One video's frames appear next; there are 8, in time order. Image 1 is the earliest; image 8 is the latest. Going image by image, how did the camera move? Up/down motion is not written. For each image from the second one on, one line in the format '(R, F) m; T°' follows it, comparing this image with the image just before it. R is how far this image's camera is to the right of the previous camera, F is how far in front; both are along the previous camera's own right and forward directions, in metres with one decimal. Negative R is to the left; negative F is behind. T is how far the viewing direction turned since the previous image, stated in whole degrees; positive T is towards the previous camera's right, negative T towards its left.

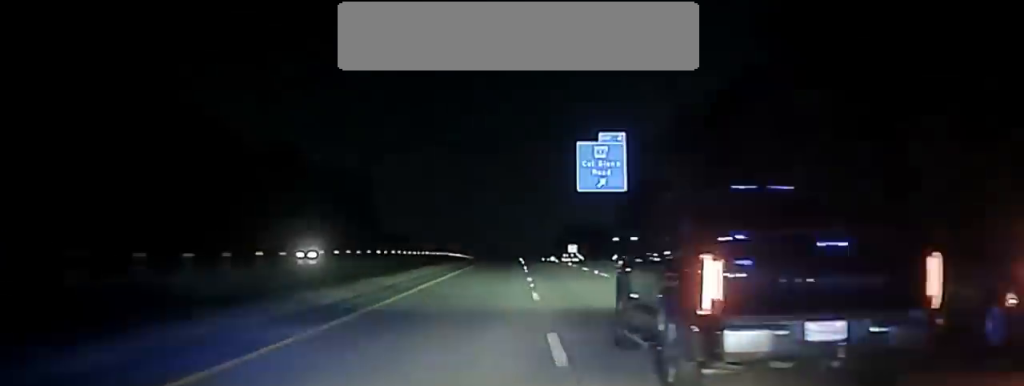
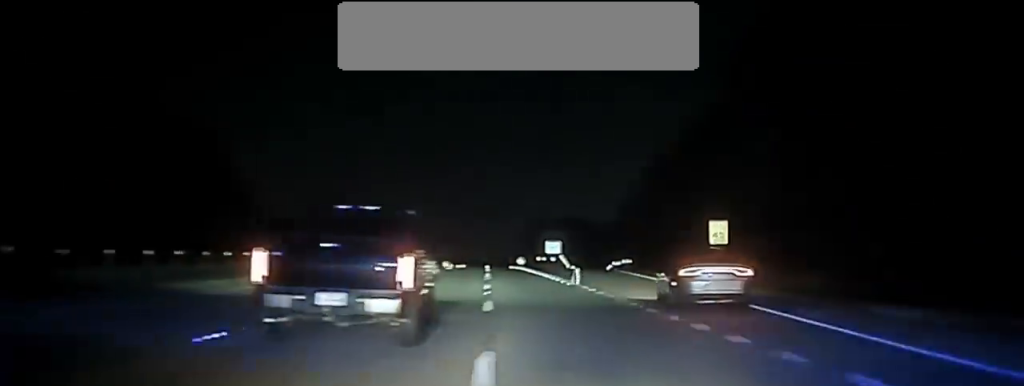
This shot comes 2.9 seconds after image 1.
(-0.3, +102.2) m; +2°
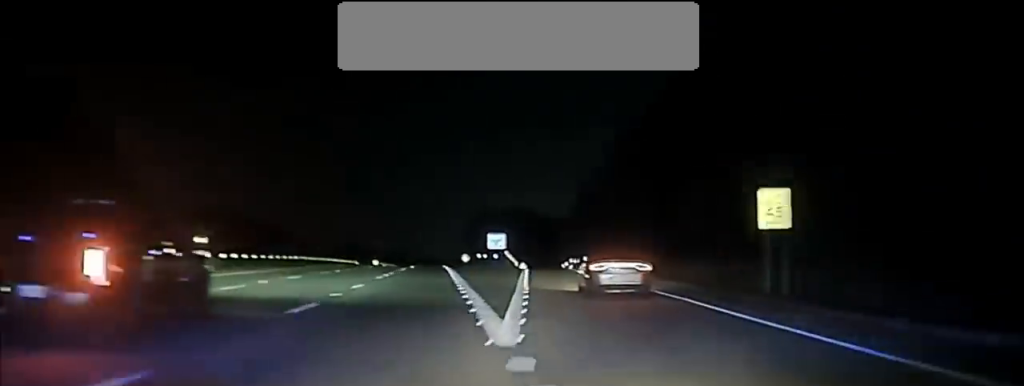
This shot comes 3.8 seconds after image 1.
(+1.1, +28.5) m; +2°
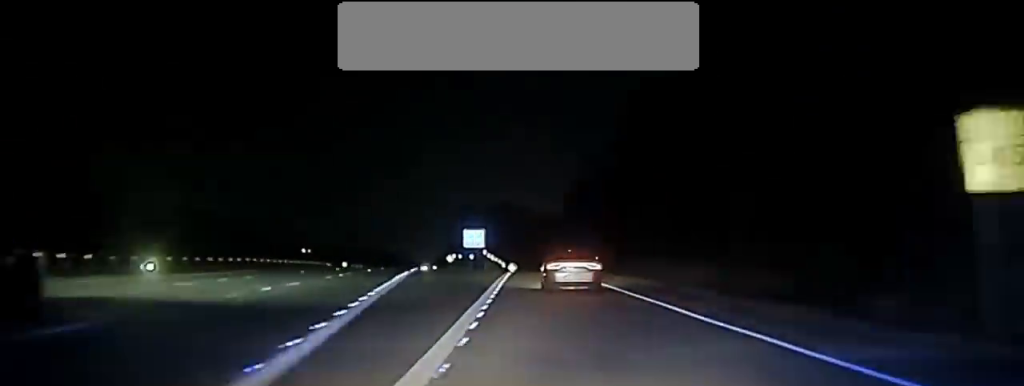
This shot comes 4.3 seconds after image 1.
(+0.2, +19.4) m; 0°
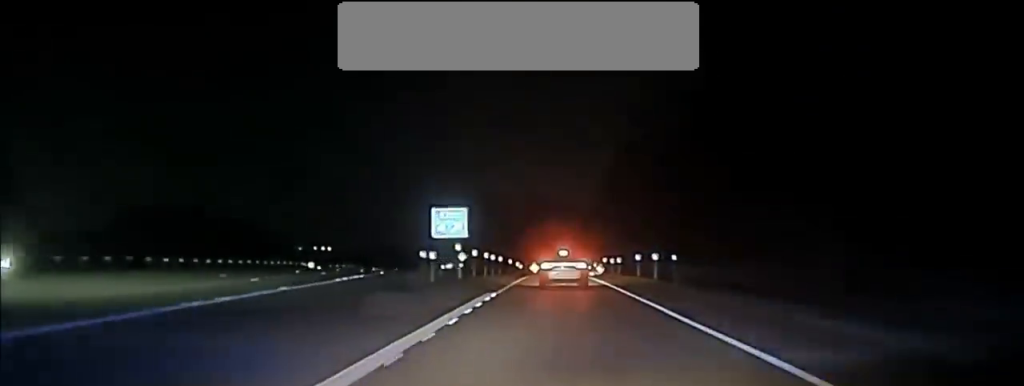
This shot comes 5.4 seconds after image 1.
(-0.3, +34.9) m; -1°
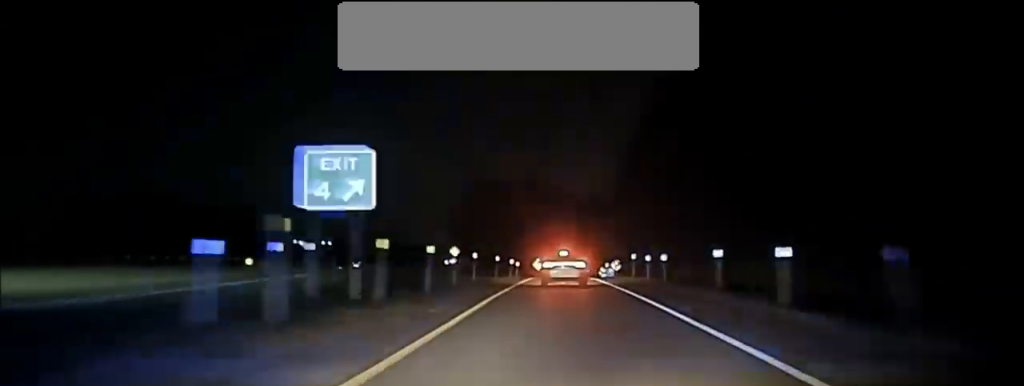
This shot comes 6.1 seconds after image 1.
(-0.2, +23.1) m; -1°
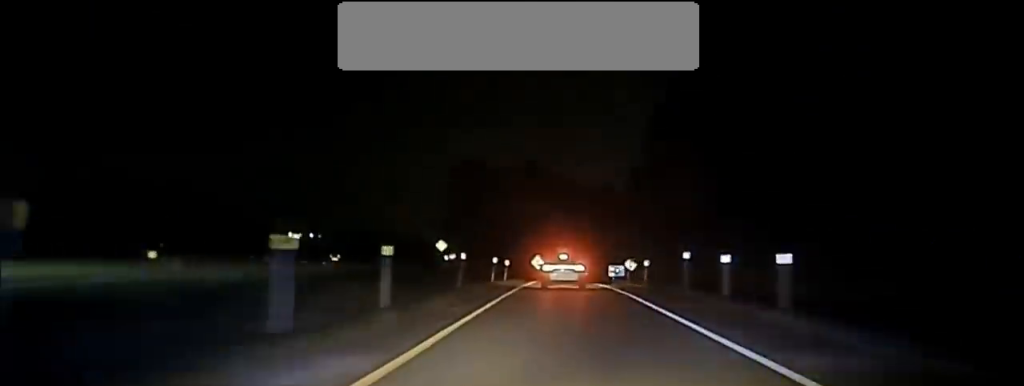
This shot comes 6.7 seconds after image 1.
(-0.1, +20.4) m; 0°
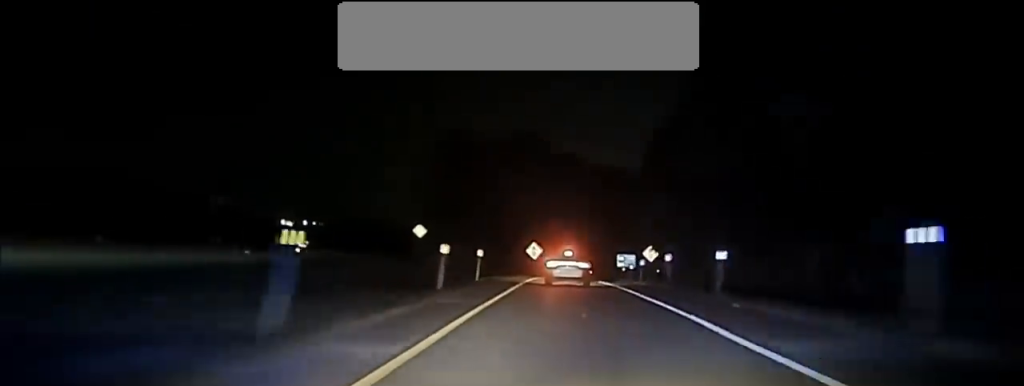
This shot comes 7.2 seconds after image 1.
(0.0, +20.8) m; 0°
